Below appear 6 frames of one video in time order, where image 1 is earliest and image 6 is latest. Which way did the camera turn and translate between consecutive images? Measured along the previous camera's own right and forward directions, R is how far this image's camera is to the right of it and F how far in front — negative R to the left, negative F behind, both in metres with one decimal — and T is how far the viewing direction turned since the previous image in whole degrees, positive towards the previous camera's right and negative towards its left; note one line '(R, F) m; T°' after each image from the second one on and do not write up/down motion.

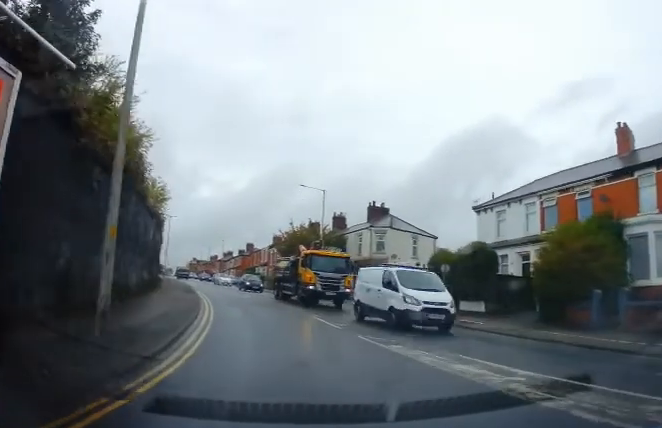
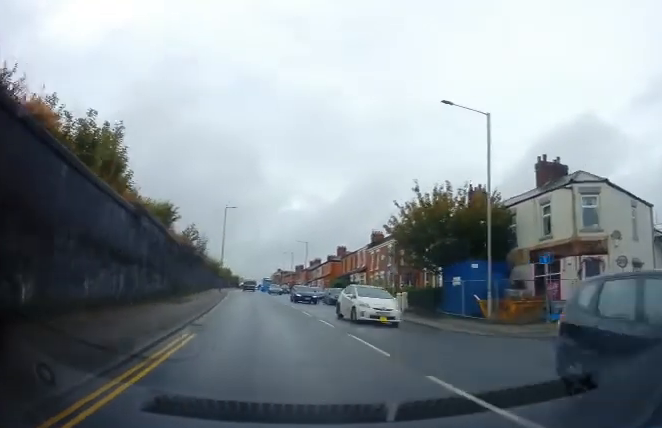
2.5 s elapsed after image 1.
(-1.8, +22.8) m; -11°
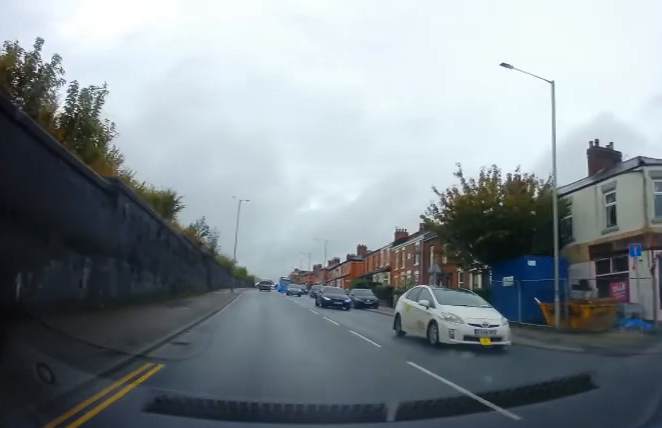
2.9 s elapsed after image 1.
(0.0, +4.2) m; -2°
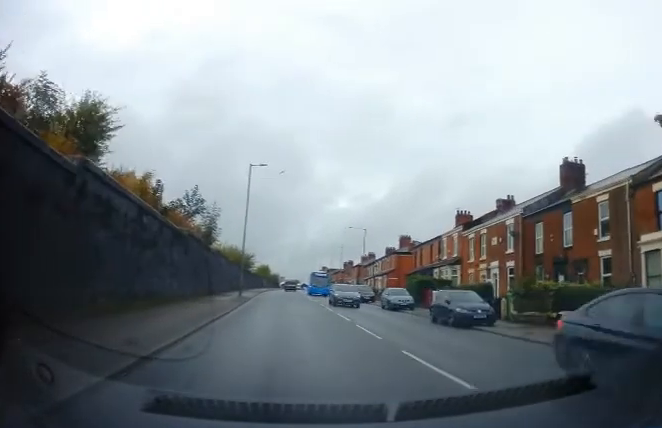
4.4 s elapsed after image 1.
(-0.4, +16.2) m; -2°
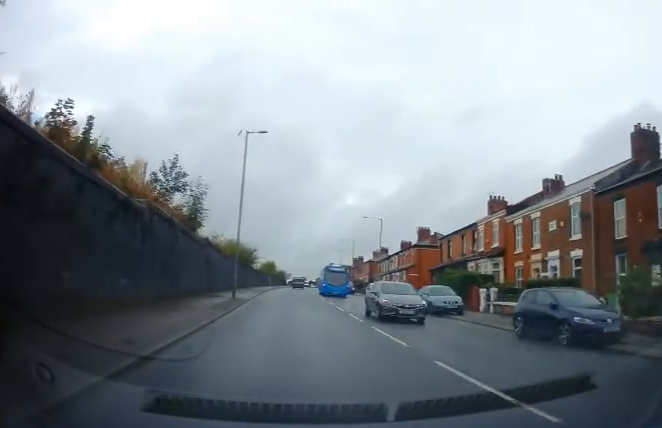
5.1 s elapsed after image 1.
(0.0, +7.6) m; -1°
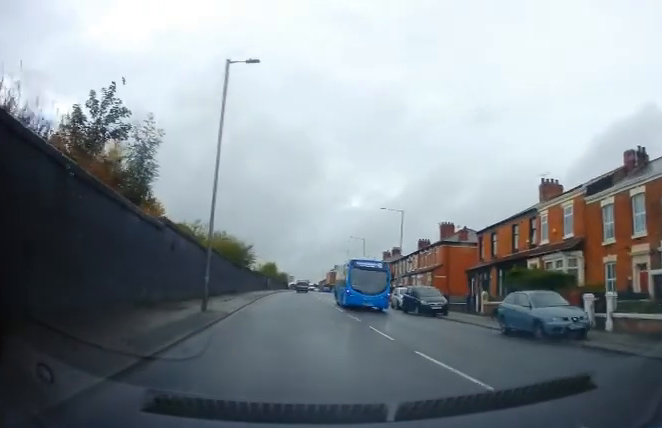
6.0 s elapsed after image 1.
(-0.1, +10.2) m; 0°
